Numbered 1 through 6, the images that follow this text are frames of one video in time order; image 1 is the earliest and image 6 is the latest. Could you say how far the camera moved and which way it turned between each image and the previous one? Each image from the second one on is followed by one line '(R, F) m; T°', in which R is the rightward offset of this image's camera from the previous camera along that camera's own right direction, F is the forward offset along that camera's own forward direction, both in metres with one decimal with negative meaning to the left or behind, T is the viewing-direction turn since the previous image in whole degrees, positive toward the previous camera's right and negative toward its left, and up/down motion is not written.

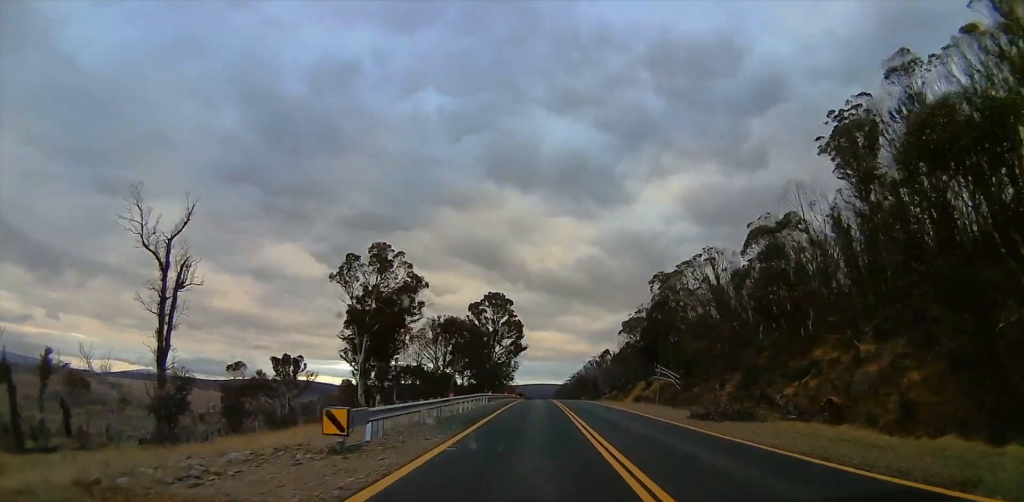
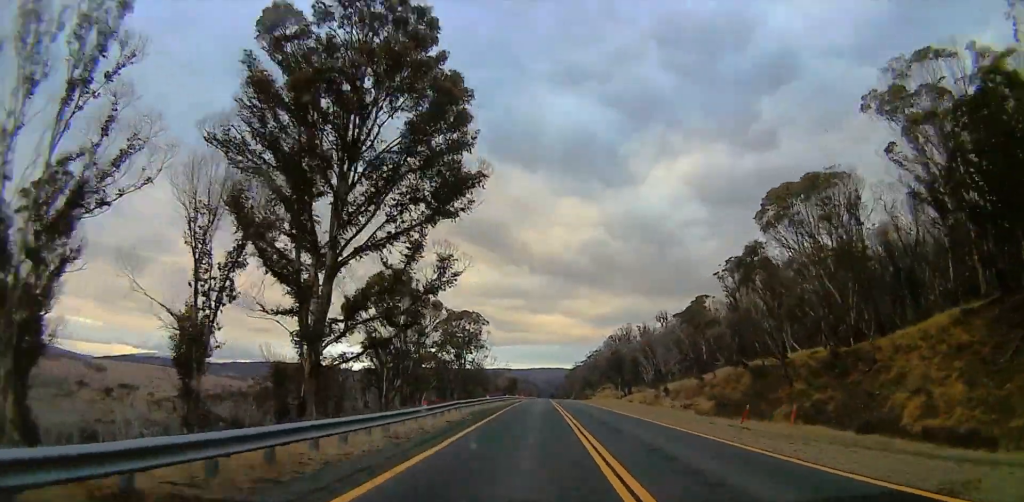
(+5.1, +93.3) m; +3°
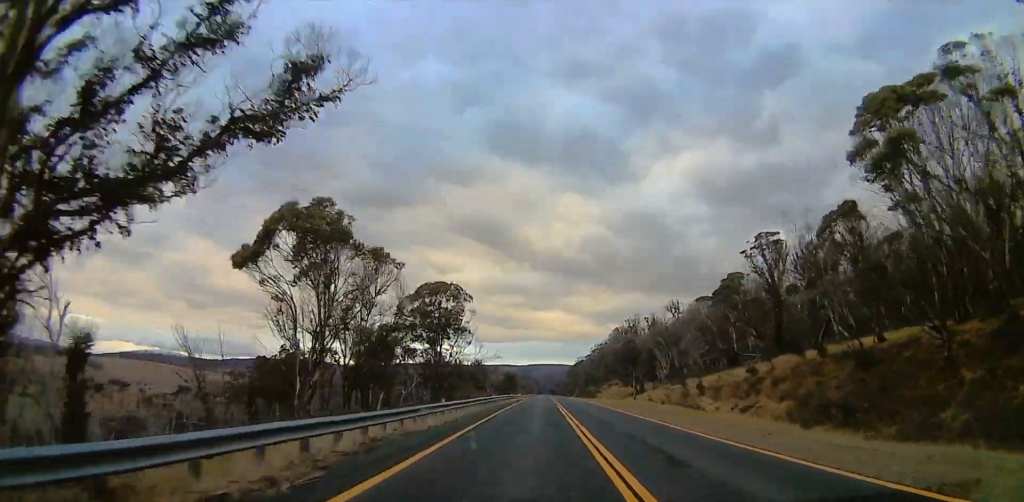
(0.0, +20.4) m; 0°
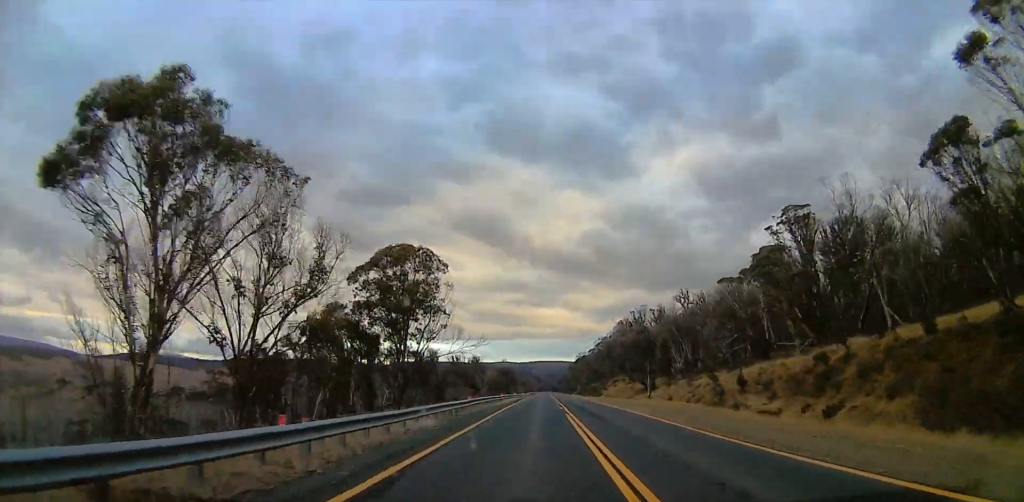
(+0.1, +15.3) m; -1°
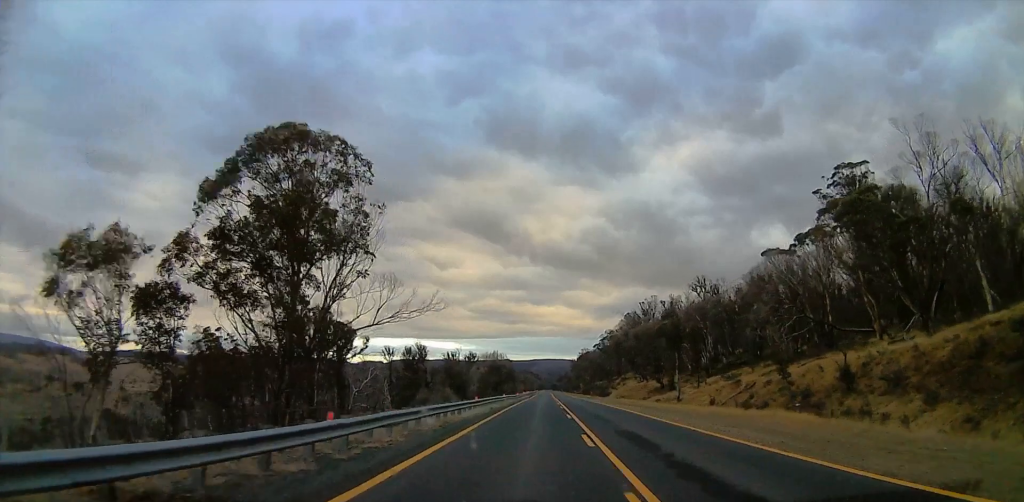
(-0.3, +21.0) m; 0°
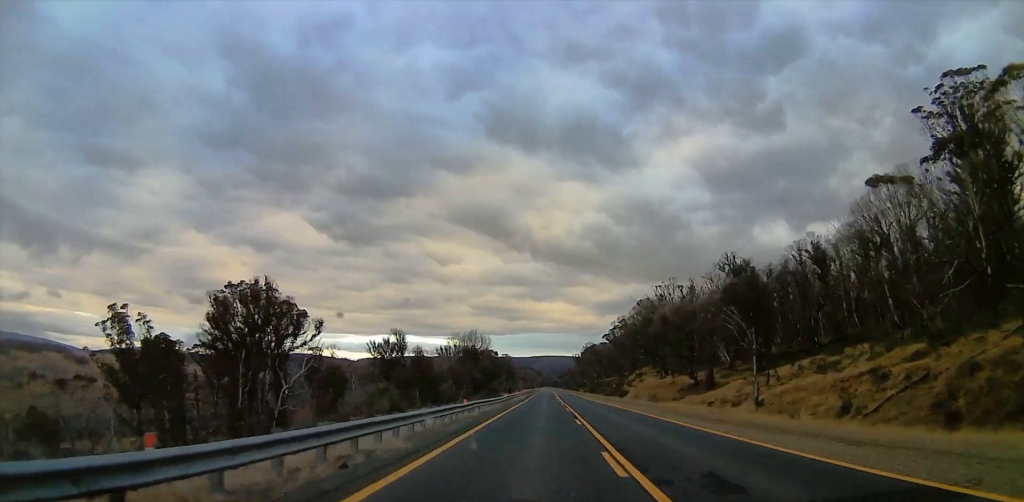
(+0.1, +29.1) m; 0°
